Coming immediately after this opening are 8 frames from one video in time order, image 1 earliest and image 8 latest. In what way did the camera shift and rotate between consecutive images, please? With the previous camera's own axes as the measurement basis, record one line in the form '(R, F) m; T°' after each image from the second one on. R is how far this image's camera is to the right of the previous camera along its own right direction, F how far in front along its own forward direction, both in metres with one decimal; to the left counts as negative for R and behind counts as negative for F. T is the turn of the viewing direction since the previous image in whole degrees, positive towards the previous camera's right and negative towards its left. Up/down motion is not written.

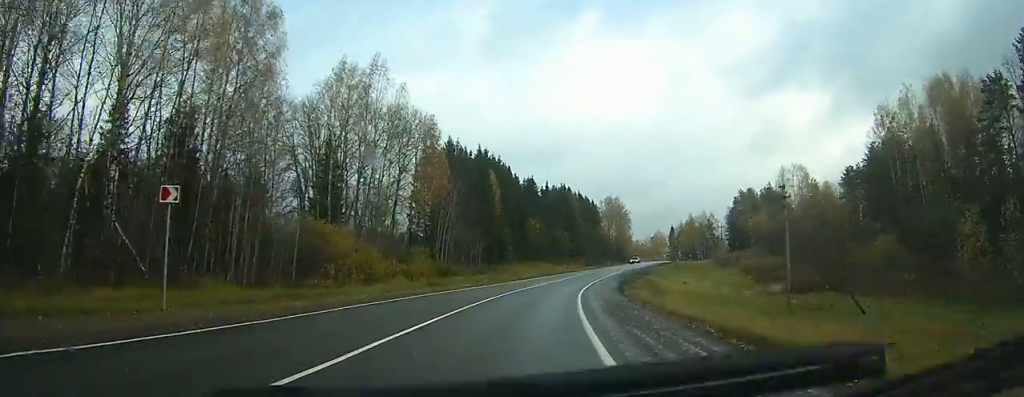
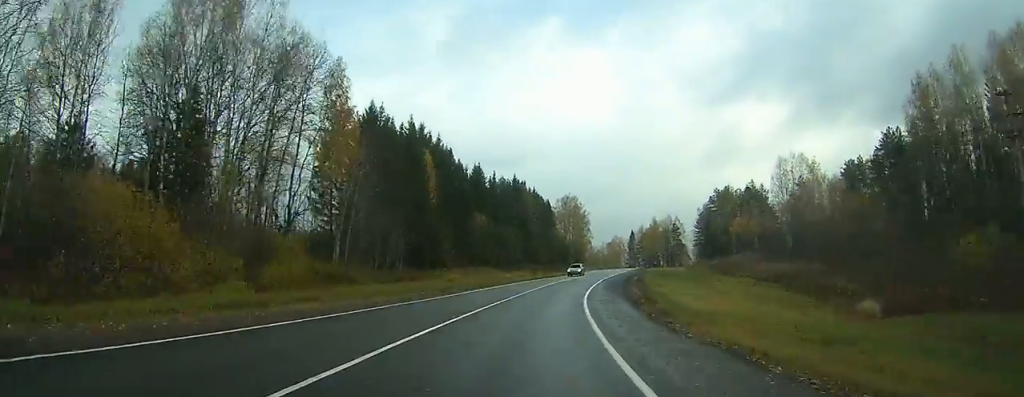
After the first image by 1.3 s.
(+2.2, +25.2) m; +7°
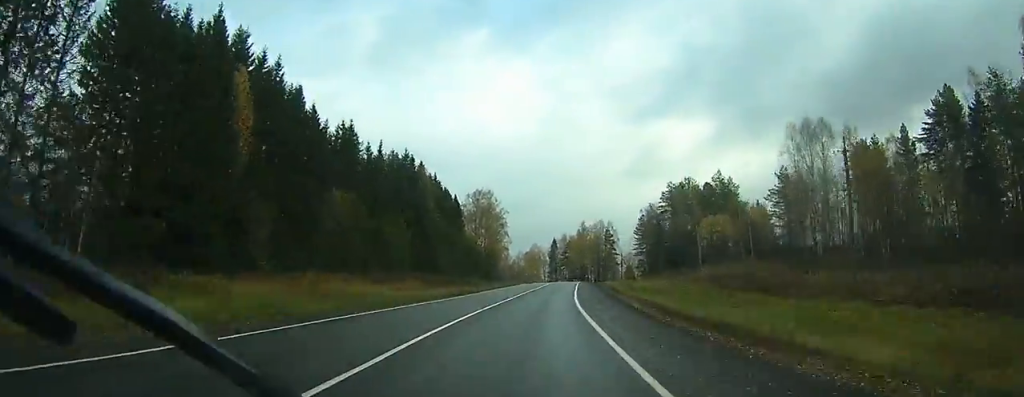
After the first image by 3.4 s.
(+3.0, +40.1) m; +7°
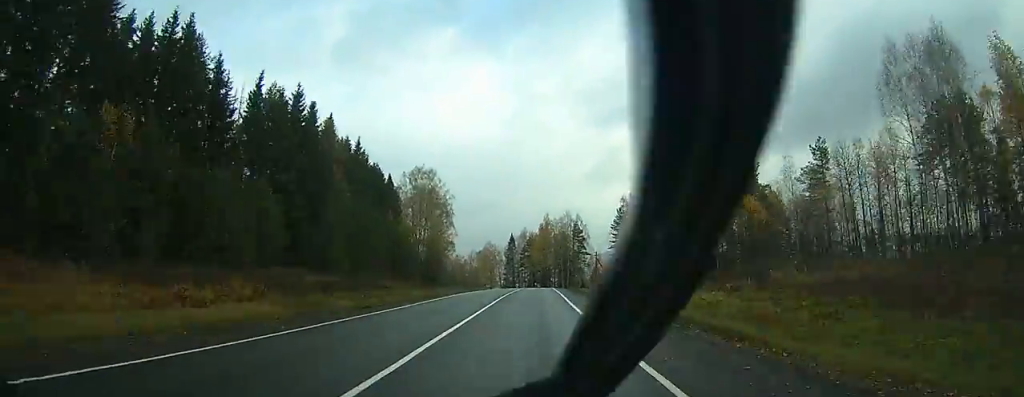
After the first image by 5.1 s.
(+1.5, +34.2) m; +4°
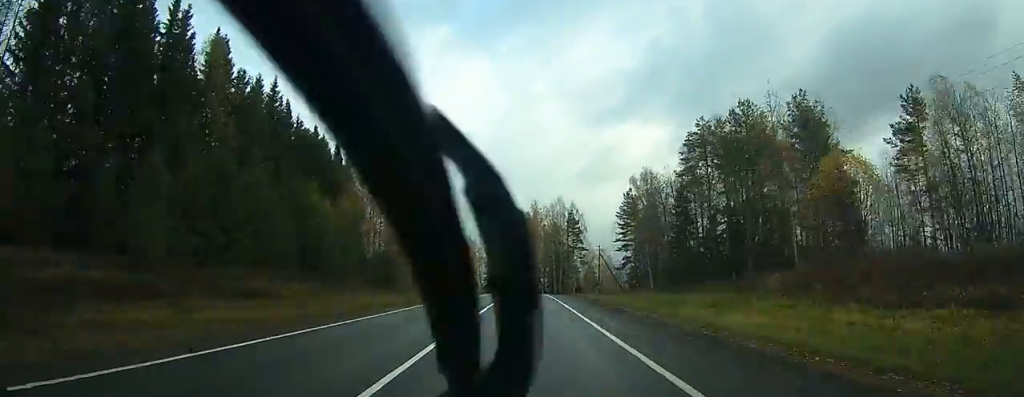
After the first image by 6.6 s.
(+0.5, +29.1) m; +2°
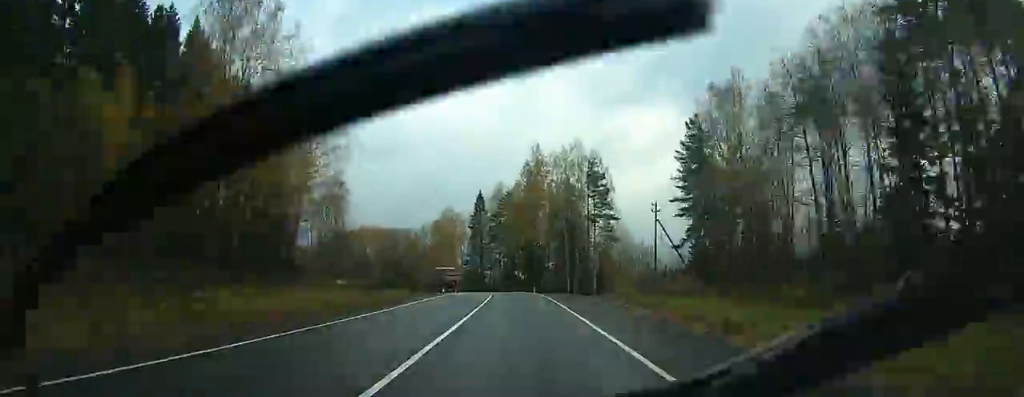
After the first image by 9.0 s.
(+0.7, +46.3) m; 0°
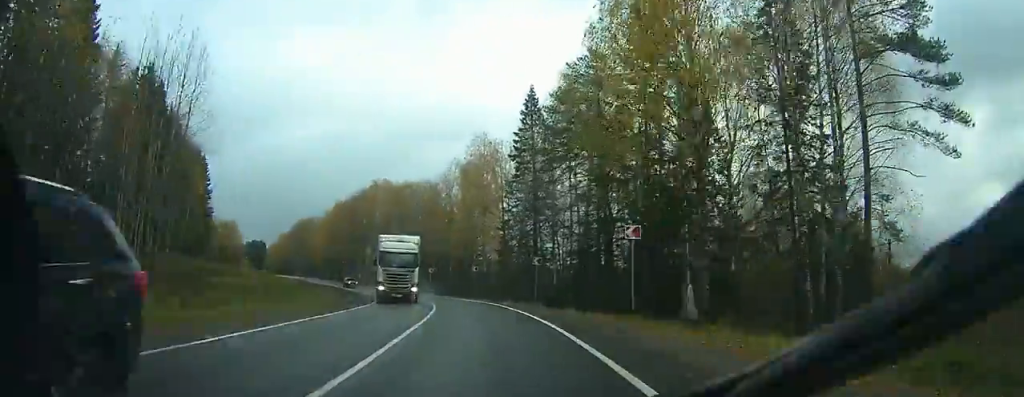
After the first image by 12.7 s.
(-2.1, +64.6) m; -7°
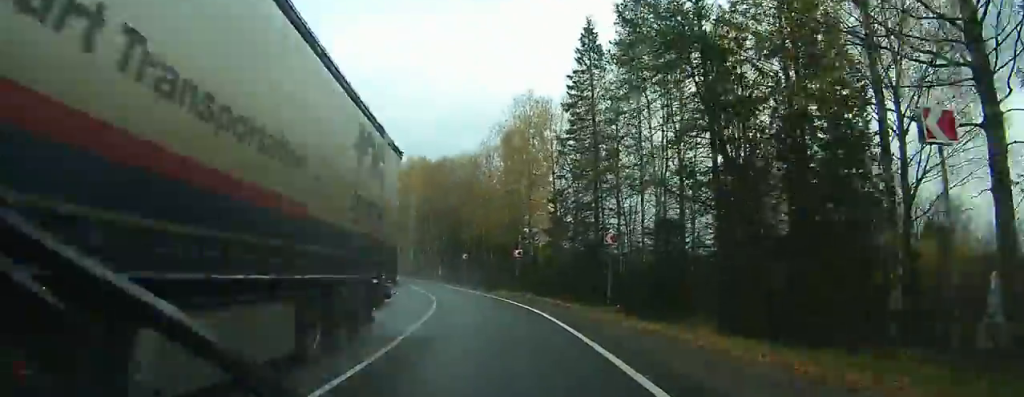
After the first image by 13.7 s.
(-1.0, +17.2) m; -5°
